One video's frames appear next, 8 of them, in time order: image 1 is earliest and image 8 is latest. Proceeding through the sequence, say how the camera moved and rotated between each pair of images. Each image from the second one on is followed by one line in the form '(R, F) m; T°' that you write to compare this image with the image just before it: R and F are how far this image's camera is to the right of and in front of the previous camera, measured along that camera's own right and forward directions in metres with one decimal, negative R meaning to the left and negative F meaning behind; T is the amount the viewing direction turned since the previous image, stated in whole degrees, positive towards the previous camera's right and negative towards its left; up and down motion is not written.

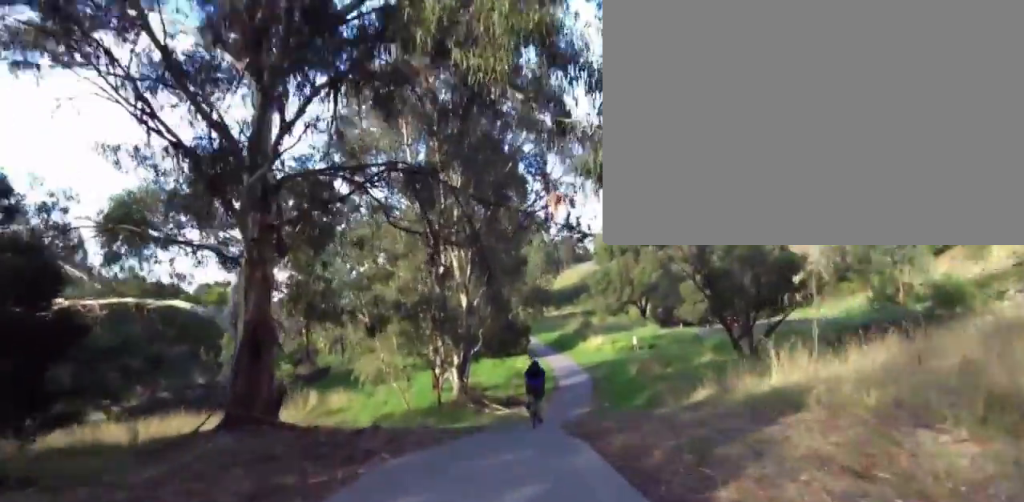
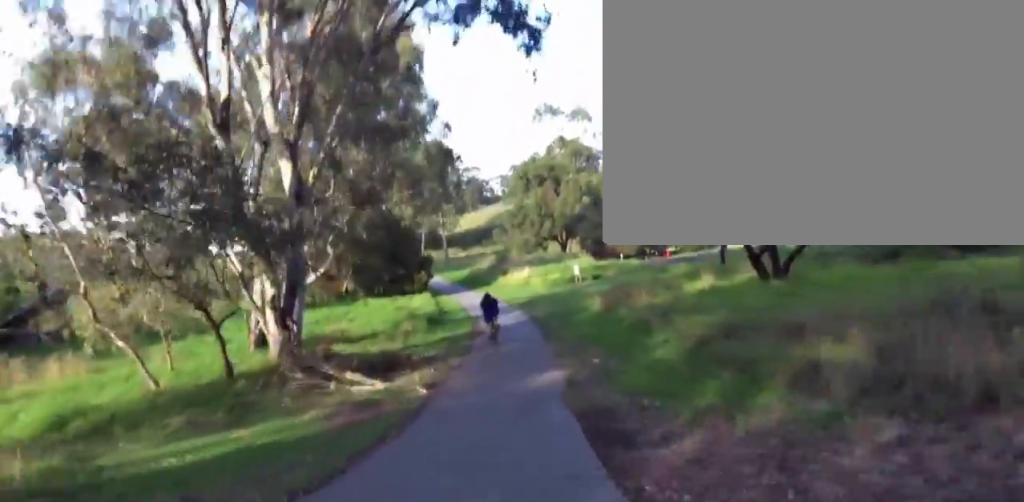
(+3.7, +14.7) m; +15°
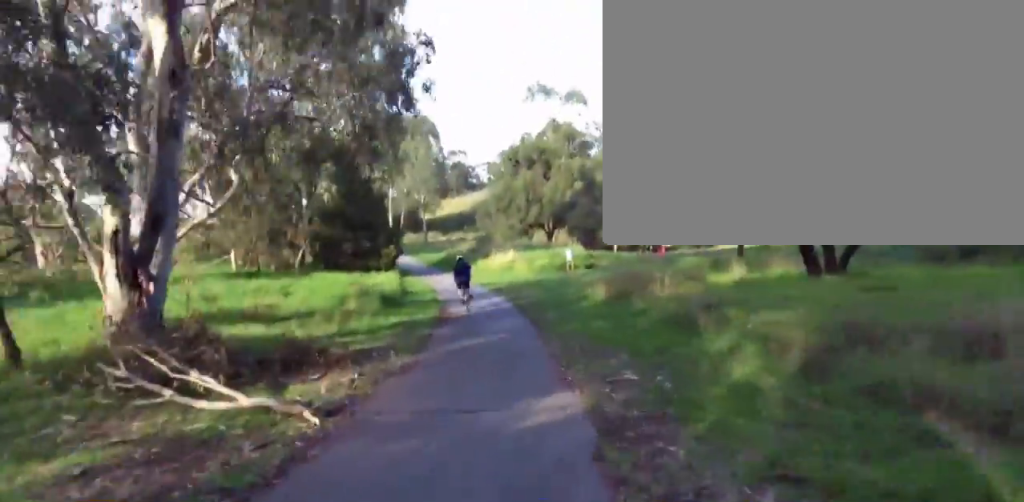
(0.0, +5.0) m; -2°
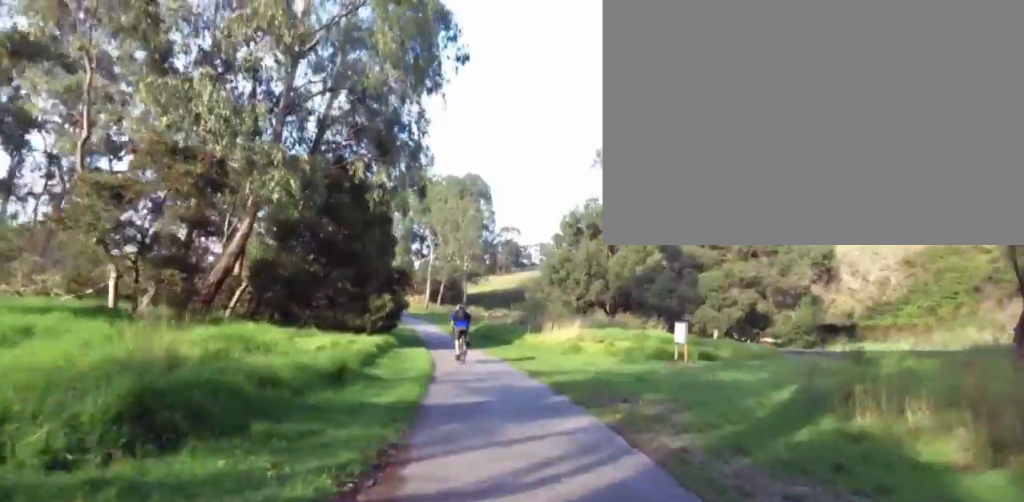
(-1.4, +13.5) m; -2°
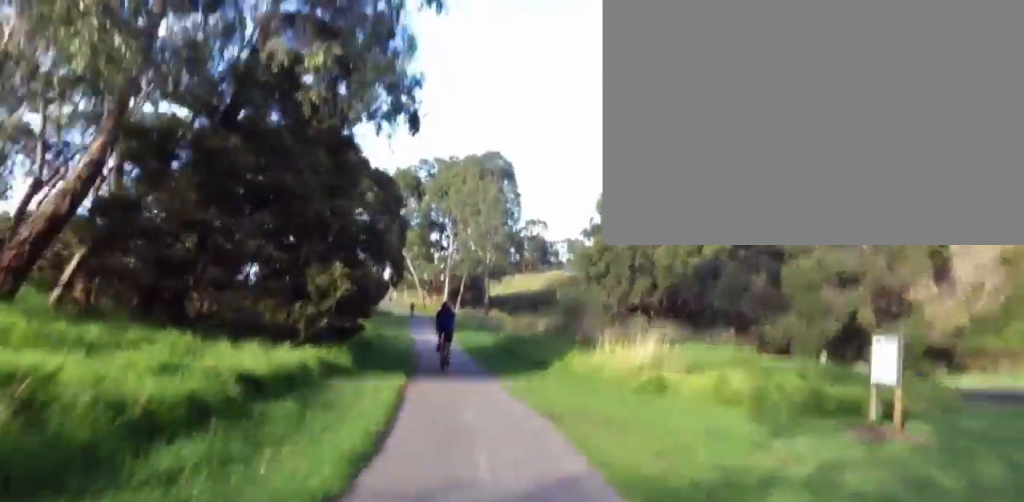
(+0.4, +10.2) m; +3°
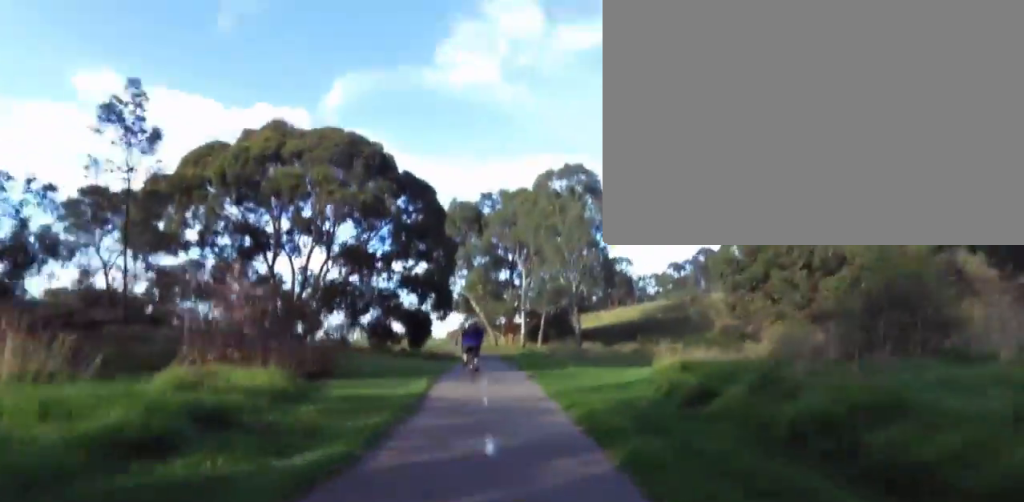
(-0.3, +20.6) m; -13°
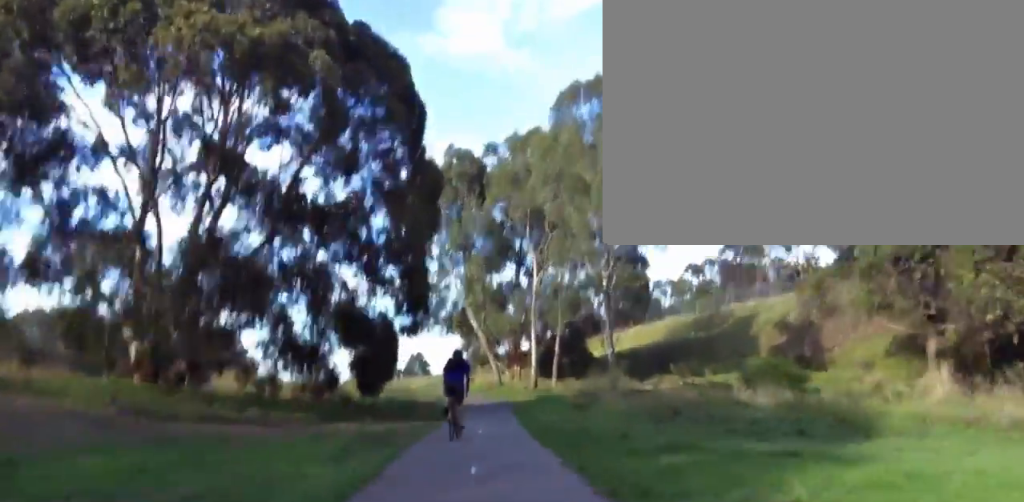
(-1.8, +14.0) m; -3°
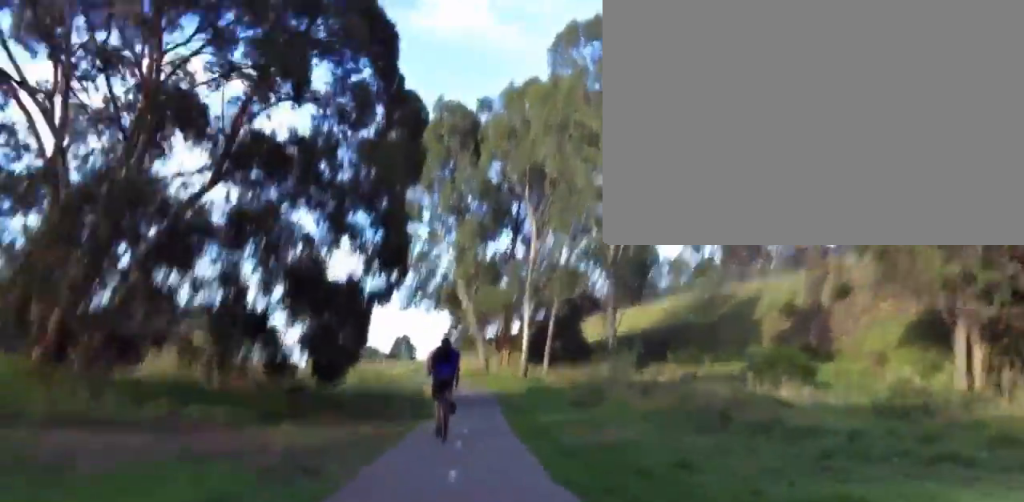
(+0.3, +4.1) m; +2°
